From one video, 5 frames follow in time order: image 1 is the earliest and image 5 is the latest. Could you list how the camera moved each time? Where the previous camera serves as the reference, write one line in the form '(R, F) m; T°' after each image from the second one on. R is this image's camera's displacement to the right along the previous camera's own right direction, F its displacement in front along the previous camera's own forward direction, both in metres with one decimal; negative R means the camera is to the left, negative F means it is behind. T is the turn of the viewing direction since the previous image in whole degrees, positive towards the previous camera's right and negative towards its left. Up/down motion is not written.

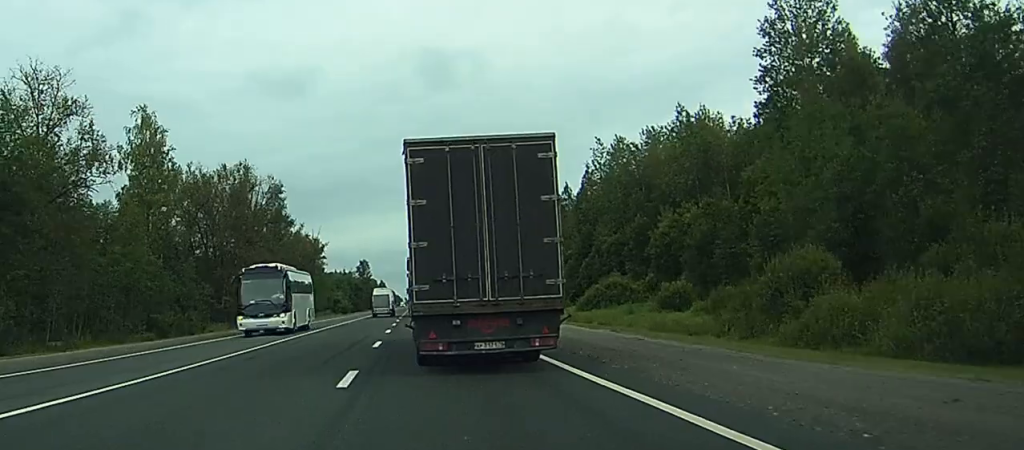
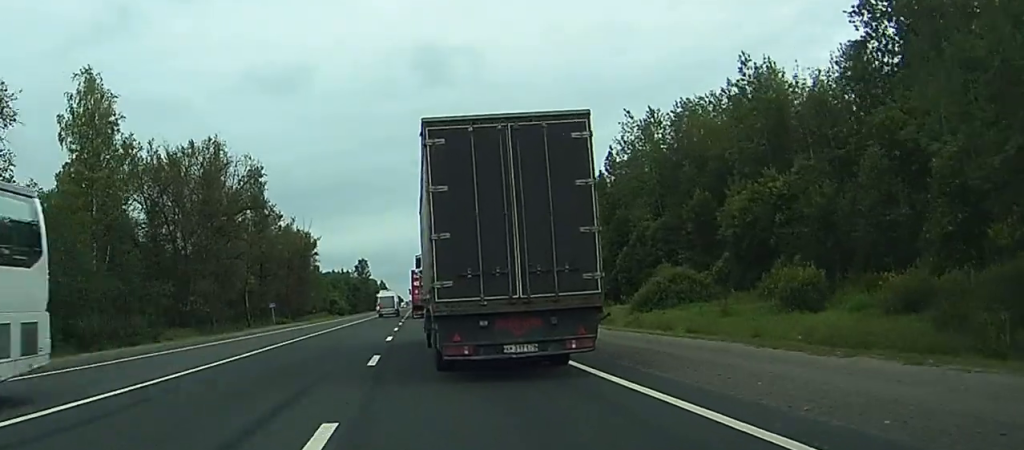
(0.0, +18.8) m; 0°
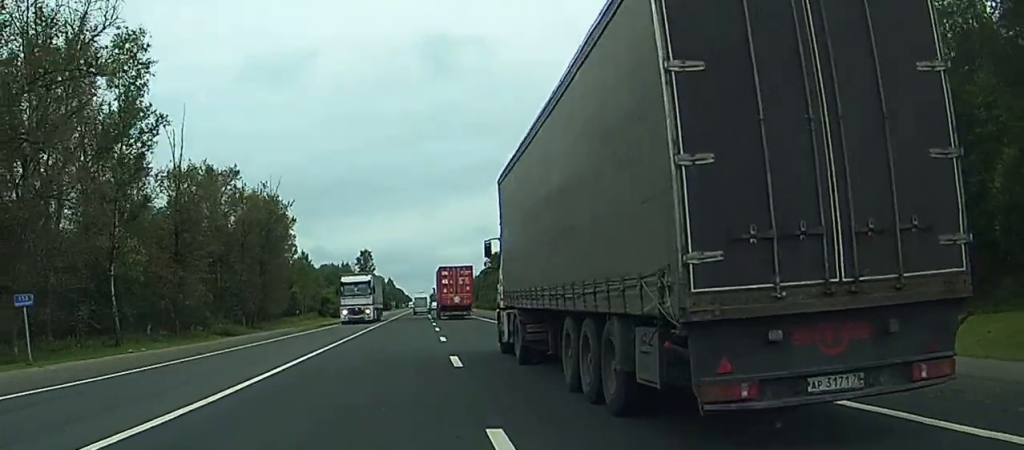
(0.0, +58.9) m; 0°
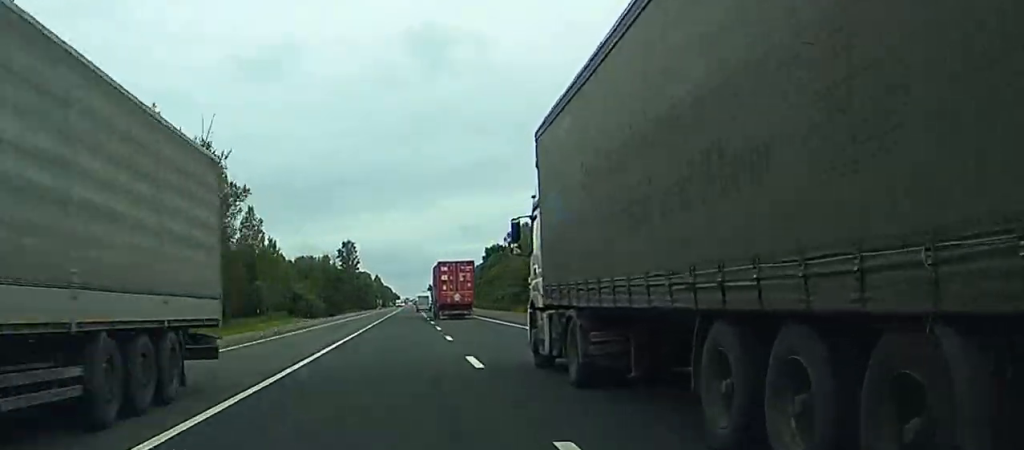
(-0.1, +36.2) m; 0°
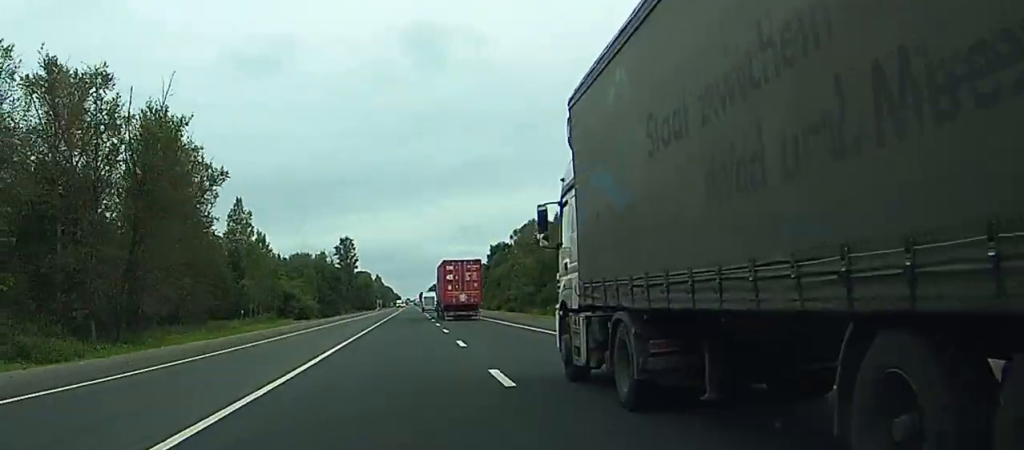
(0.0, +15.3) m; +1°
